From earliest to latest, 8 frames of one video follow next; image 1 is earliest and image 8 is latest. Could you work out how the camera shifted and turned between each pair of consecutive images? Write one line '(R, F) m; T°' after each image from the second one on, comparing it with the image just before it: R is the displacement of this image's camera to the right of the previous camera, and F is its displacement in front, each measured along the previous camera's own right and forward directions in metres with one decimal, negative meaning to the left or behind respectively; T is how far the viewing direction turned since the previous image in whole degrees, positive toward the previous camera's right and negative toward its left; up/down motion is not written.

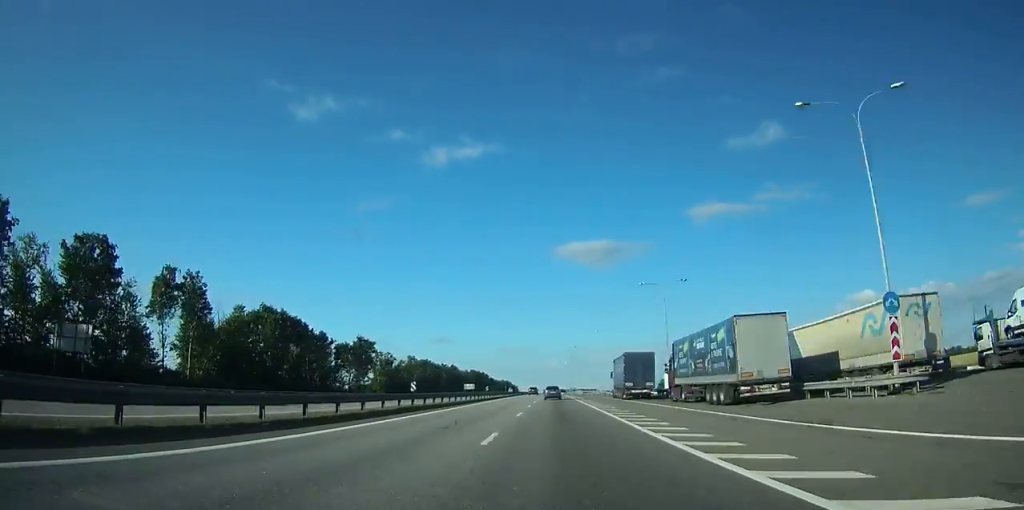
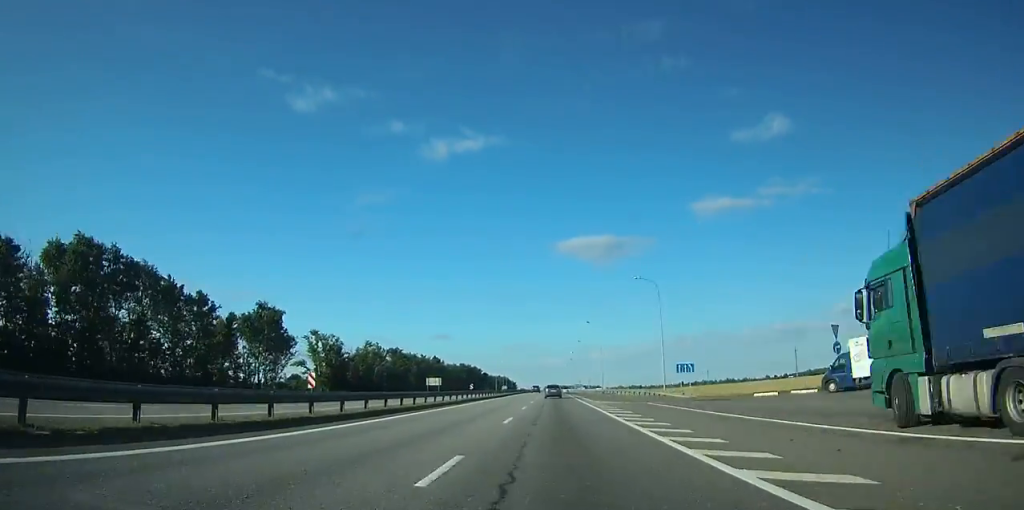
(0.0, +53.0) m; 0°
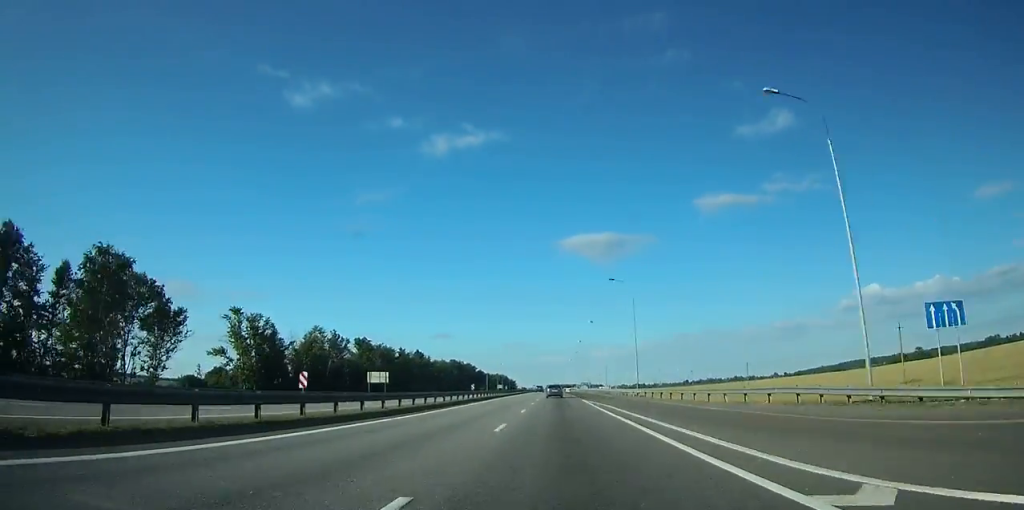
(-0.1, +37.7) m; 0°
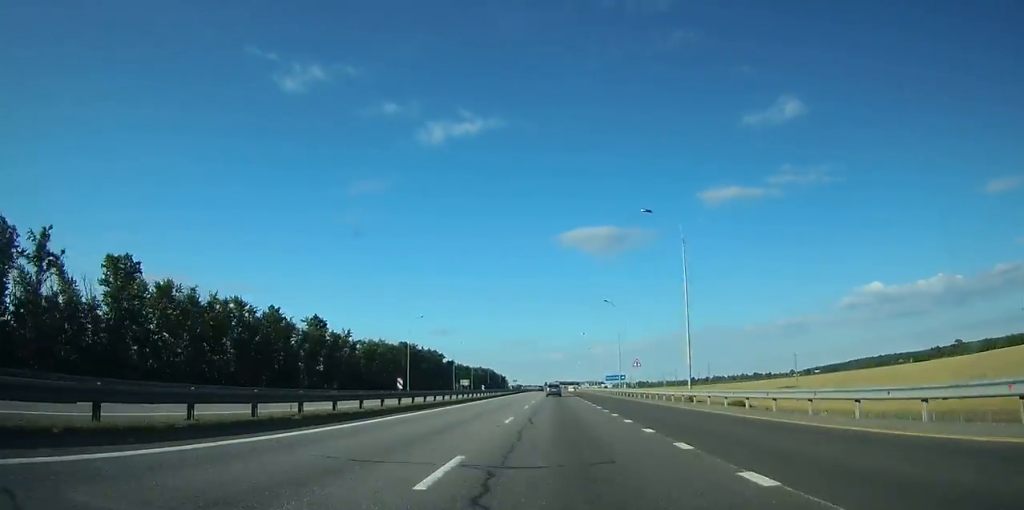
(-0.1, +100.5) m; 0°
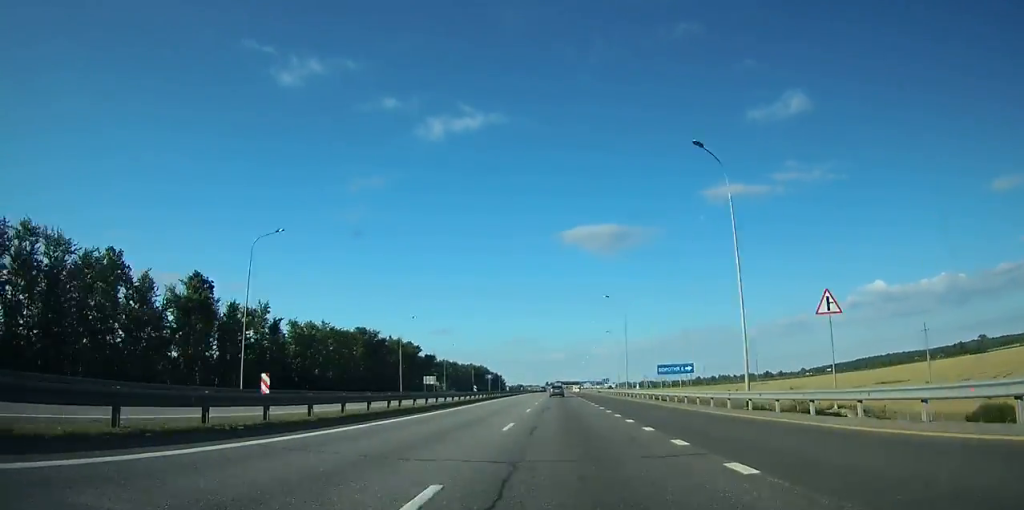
(0.0, +46.0) m; 0°
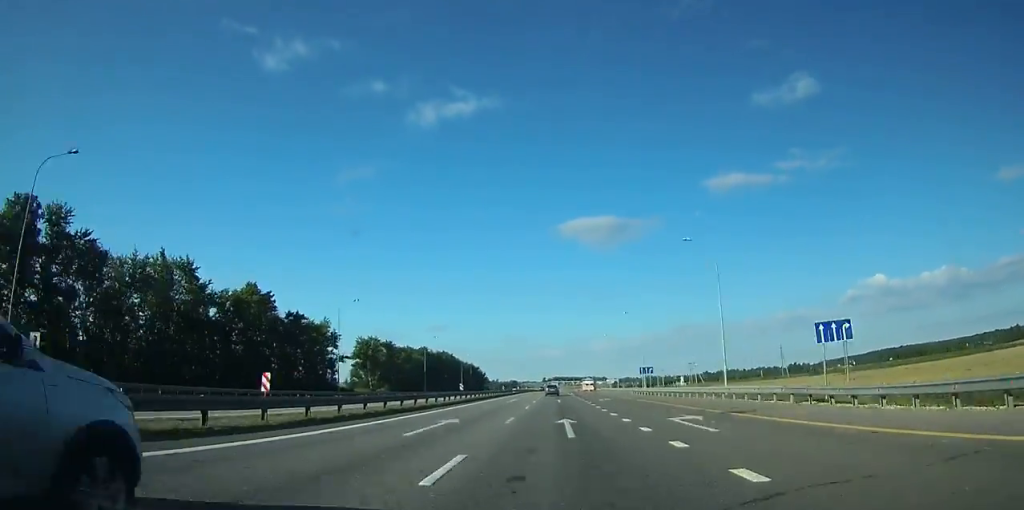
(+0.1, +114.3) m; 0°
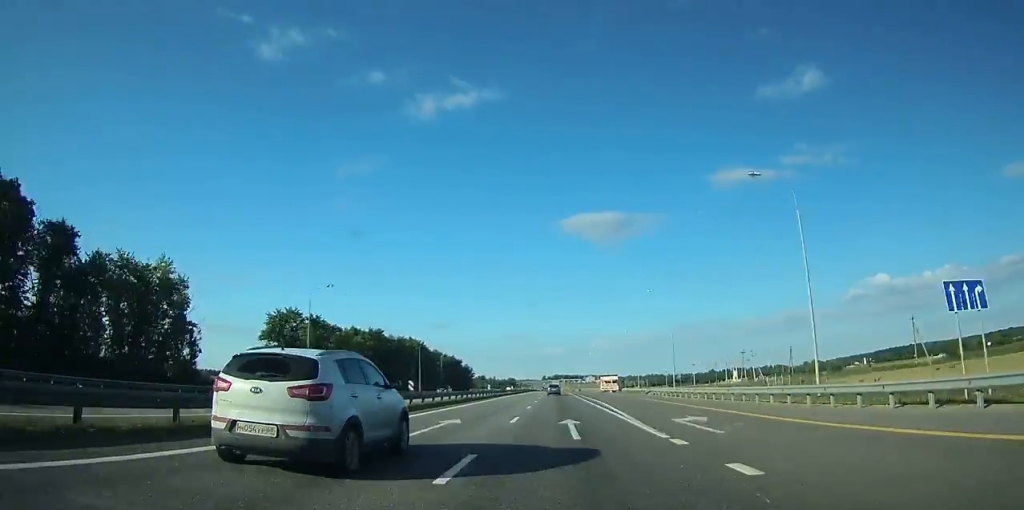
(0.0, +60.4) m; 0°
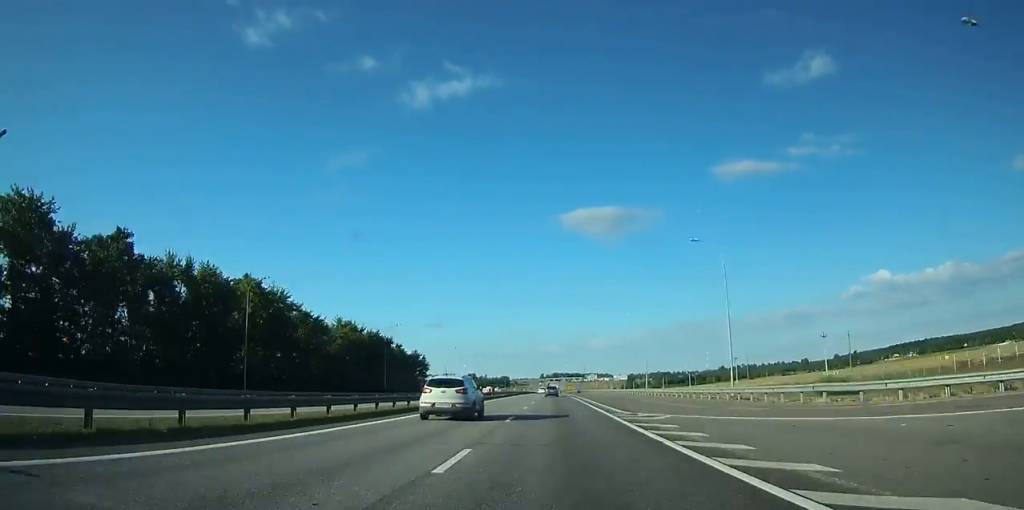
(0.0, +111.7) m; 0°
